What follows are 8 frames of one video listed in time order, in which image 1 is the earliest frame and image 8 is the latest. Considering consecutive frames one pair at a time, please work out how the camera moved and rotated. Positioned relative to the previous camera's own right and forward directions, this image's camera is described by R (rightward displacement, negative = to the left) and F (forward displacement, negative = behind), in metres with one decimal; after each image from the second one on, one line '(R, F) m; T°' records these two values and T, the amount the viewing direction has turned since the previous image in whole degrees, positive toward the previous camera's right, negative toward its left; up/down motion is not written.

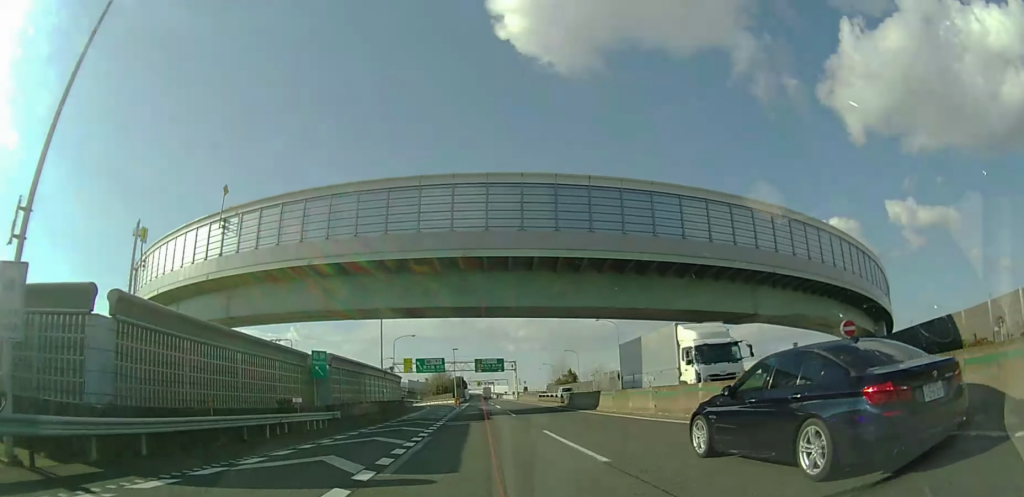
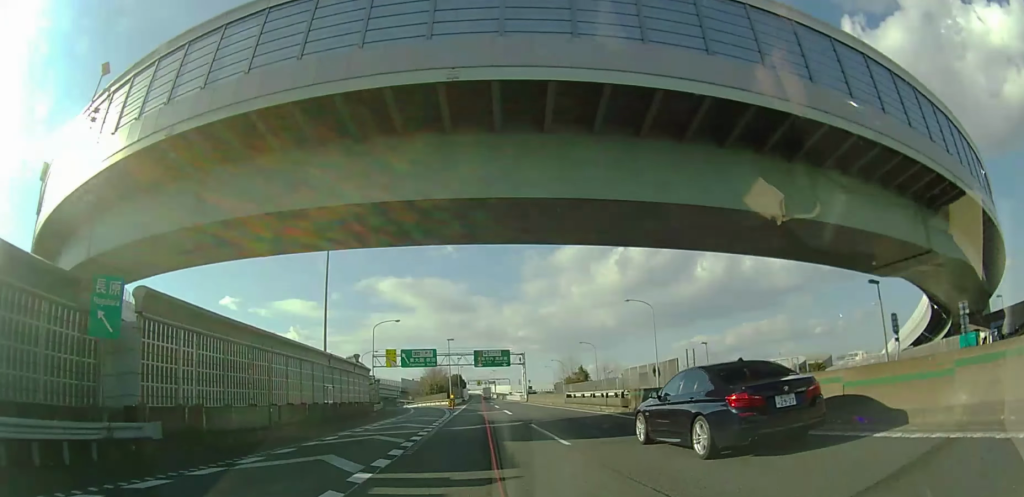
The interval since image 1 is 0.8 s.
(-0.1, +17.8) m; 0°
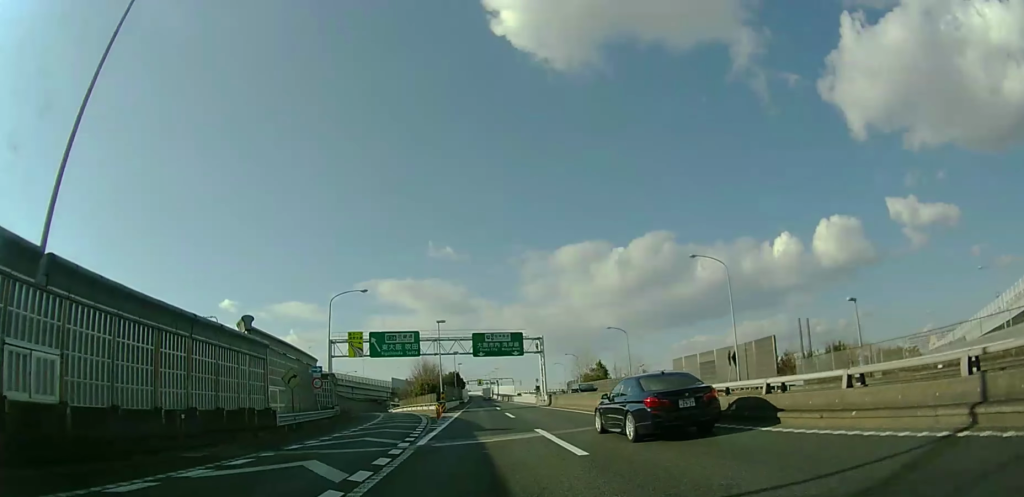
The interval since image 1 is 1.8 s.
(0.0, +22.2) m; 0°
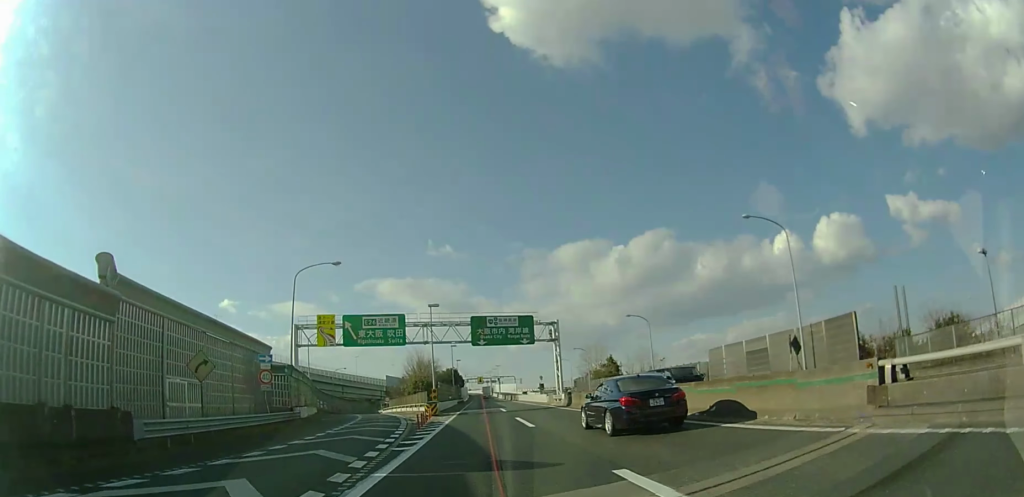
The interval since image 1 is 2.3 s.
(0.0, +10.3) m; 0°
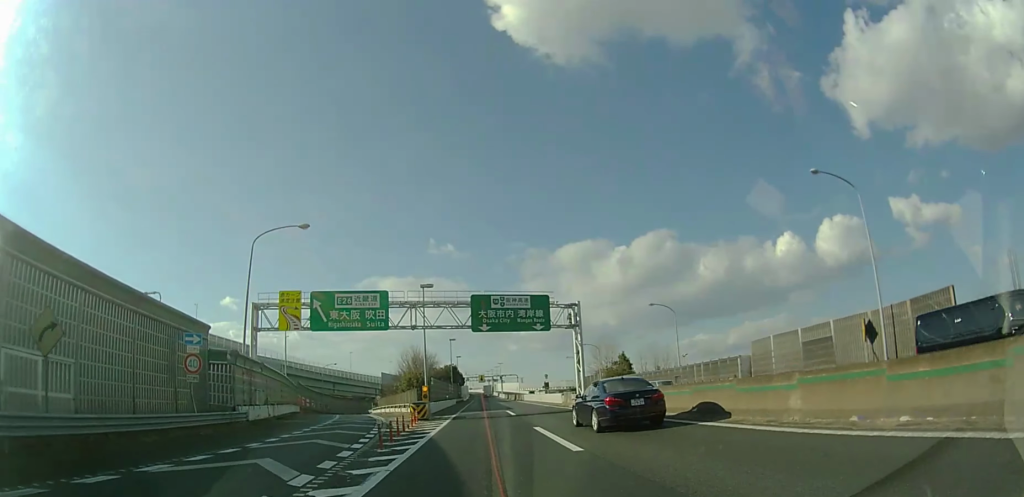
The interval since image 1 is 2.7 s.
(0.0, +9.6) m; 0°
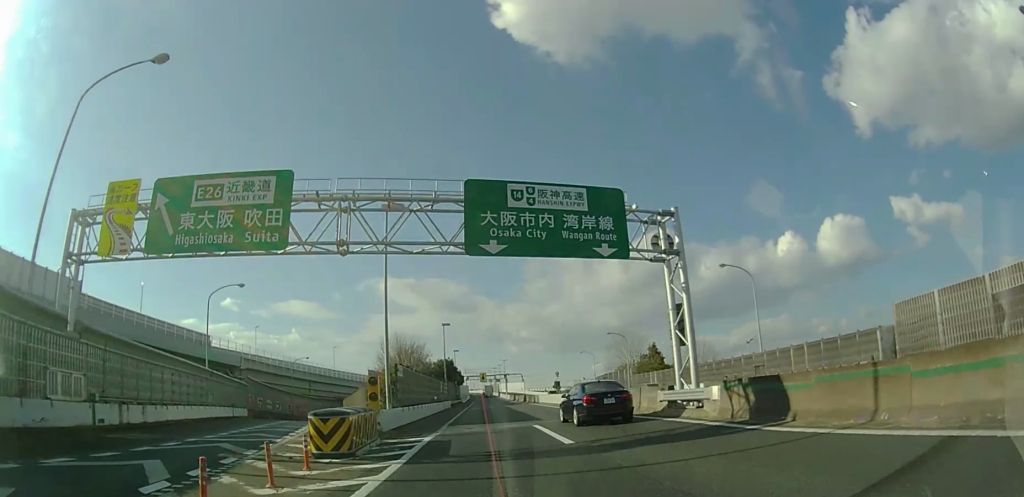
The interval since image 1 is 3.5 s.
(0.0, +18.5) m; 0°
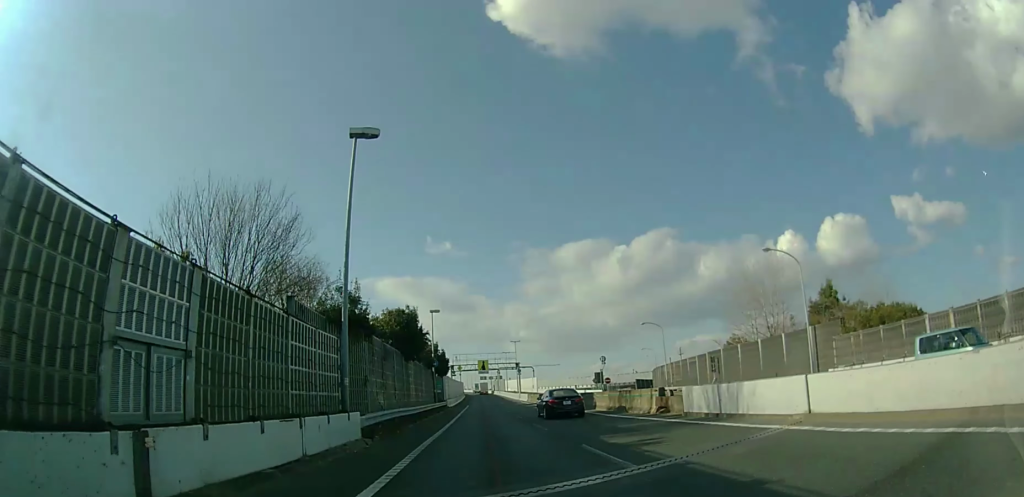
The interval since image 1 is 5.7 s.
(0.0, +48.0) m; +1°
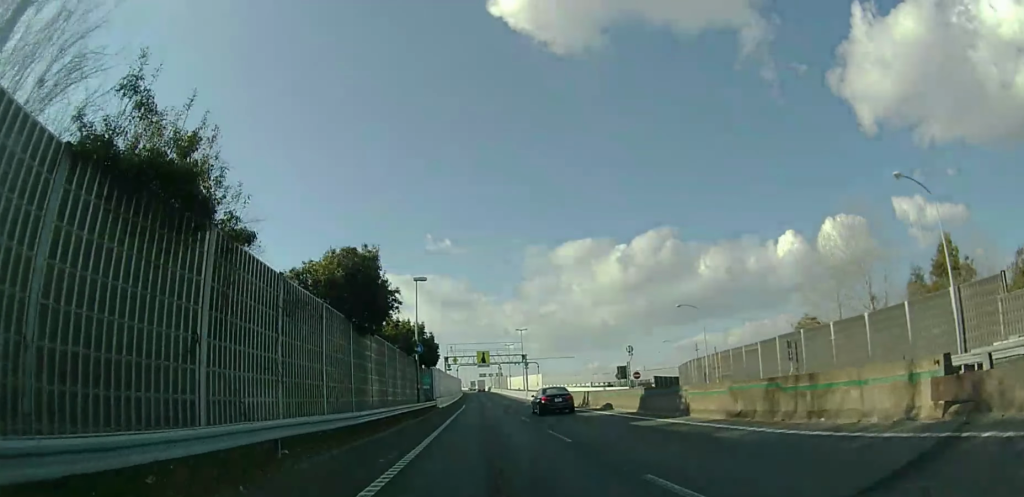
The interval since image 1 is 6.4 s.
(+0.1, +14.8) m; 0°
